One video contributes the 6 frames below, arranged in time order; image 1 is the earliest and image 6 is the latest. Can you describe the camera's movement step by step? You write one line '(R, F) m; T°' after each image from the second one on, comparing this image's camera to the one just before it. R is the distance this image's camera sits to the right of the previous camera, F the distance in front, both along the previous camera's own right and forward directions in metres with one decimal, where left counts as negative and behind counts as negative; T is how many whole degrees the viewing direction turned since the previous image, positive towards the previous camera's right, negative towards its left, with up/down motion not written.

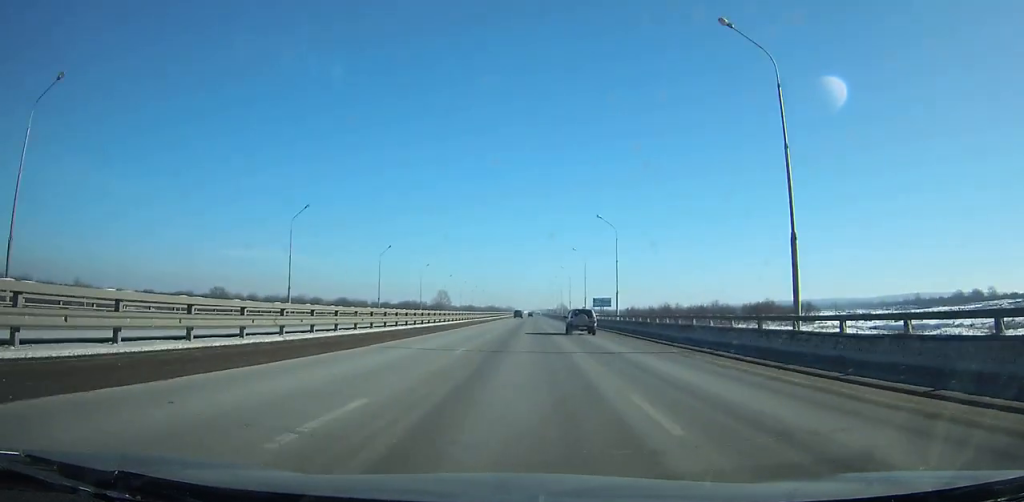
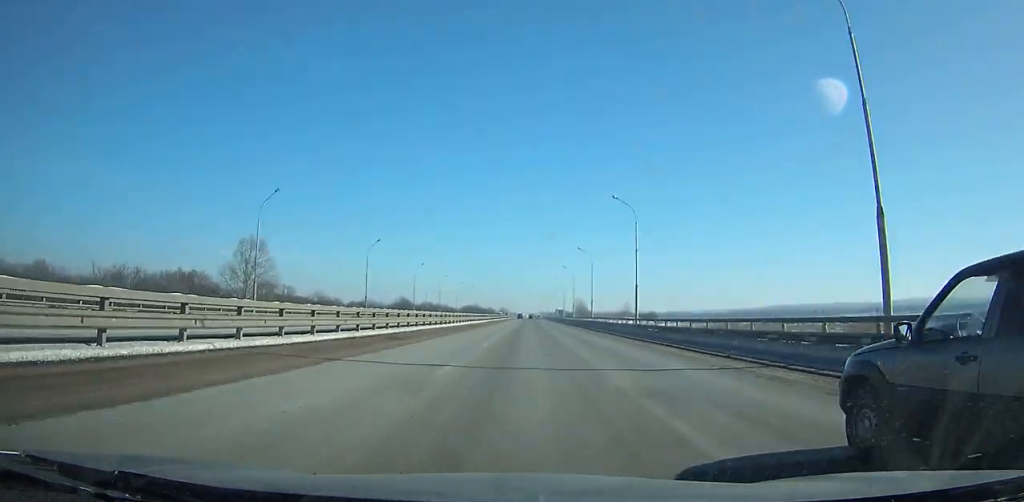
(+1.5, +290.3) m; 0°
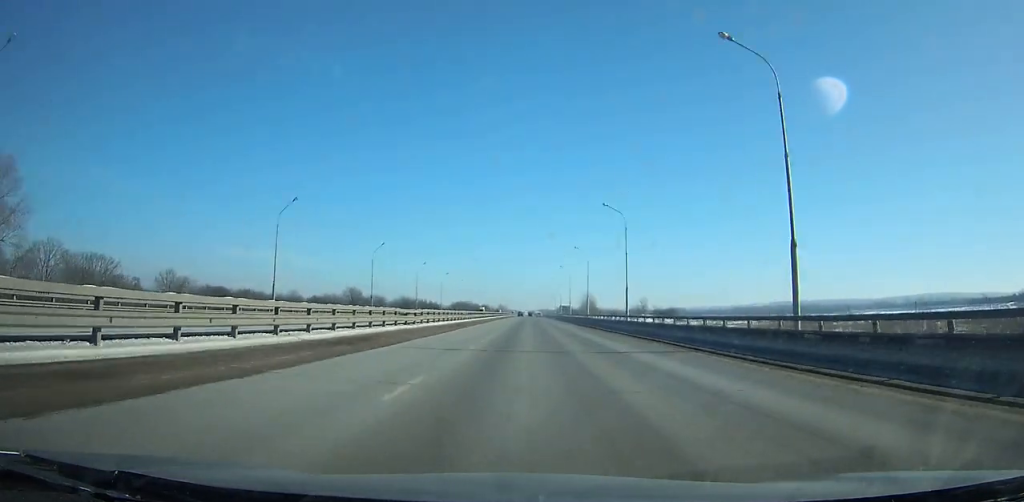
(-0.1, +74.6) m; 0°
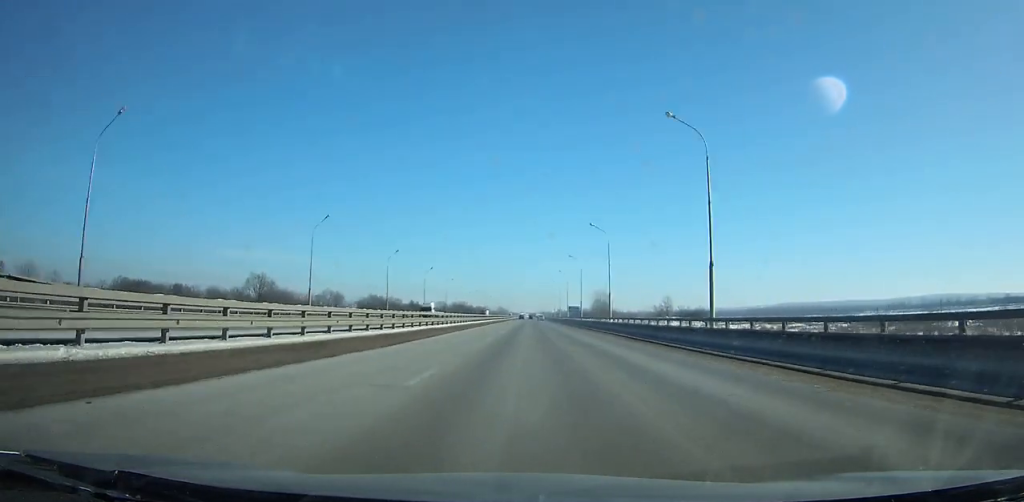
(+0.1, +69.7) m; 0°
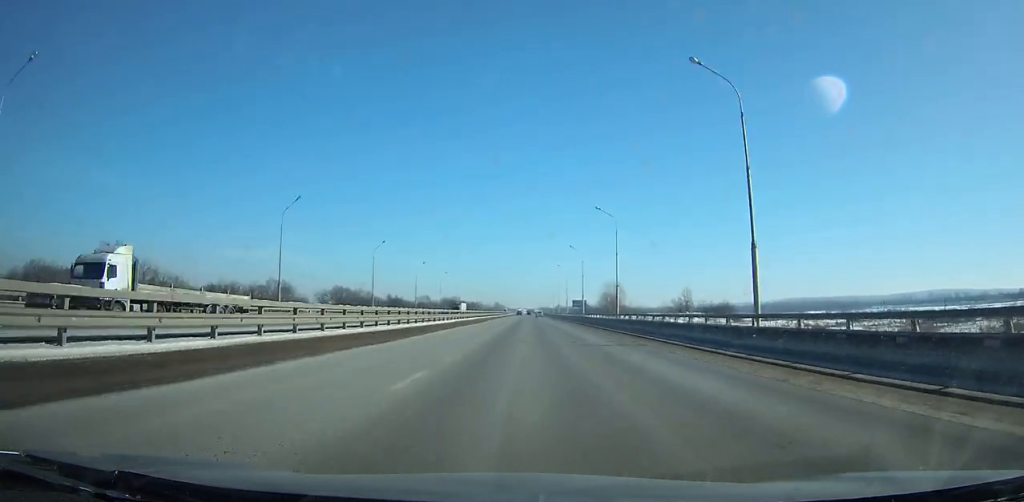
(-0.1, +48.3) m; 0°
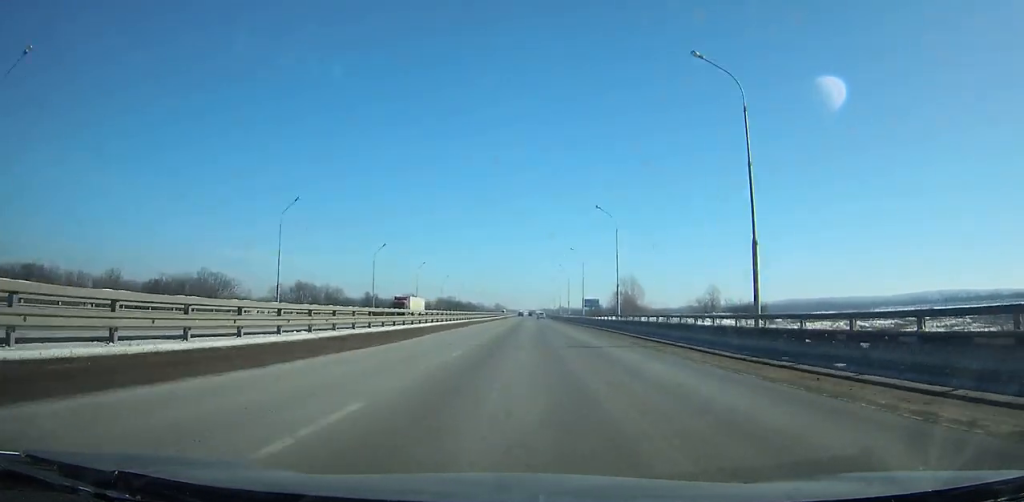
(0.0, +40.4) m; 0°
